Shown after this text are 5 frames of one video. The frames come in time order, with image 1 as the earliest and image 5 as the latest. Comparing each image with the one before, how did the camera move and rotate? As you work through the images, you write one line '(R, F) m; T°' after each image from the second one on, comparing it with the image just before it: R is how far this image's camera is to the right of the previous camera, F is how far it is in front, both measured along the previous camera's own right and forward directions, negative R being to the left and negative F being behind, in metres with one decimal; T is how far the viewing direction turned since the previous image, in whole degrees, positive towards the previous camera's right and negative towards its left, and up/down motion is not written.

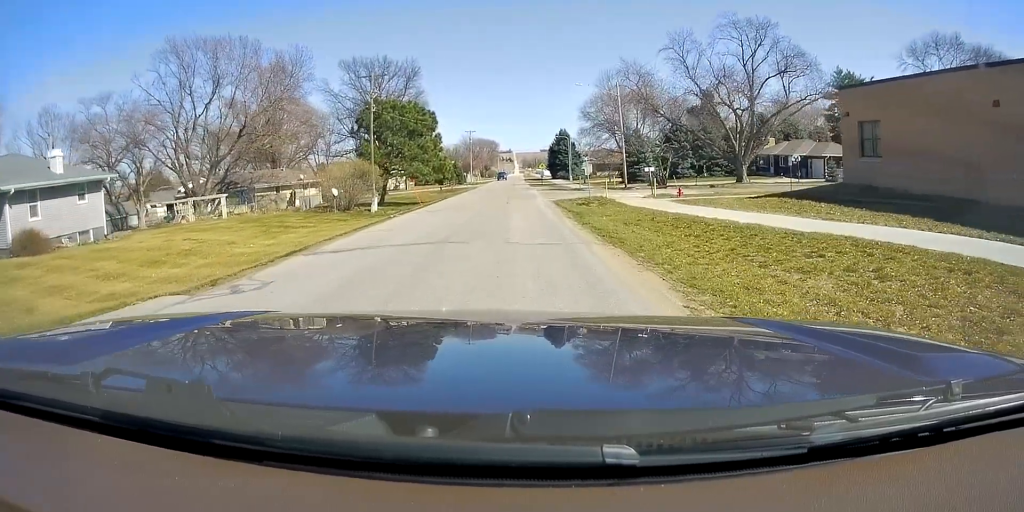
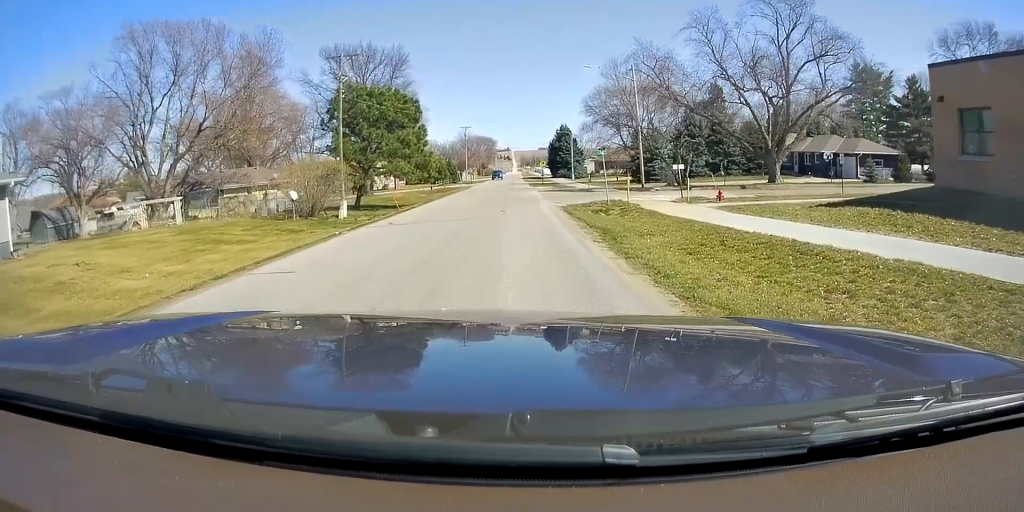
(0.0, +7.7) m; 0°
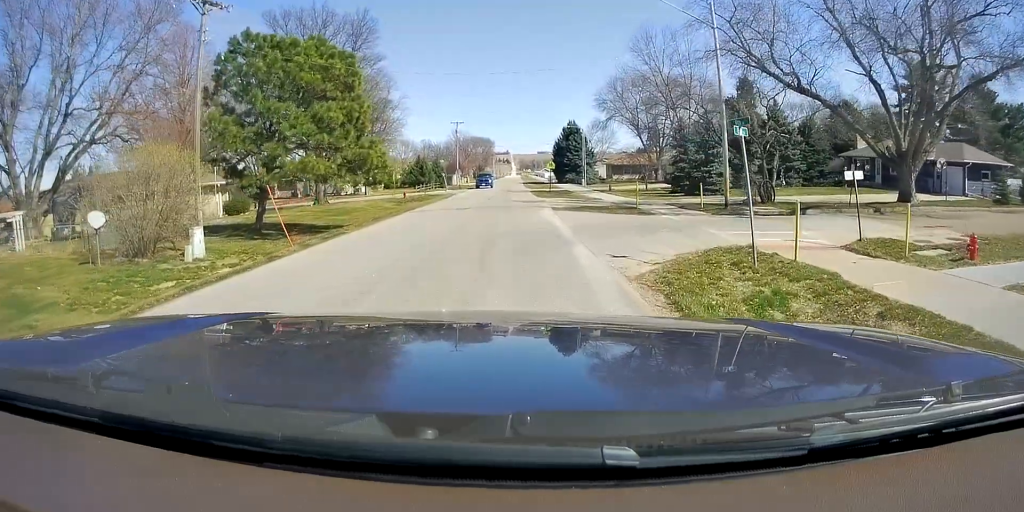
(0.0, +18.4) m; 0°
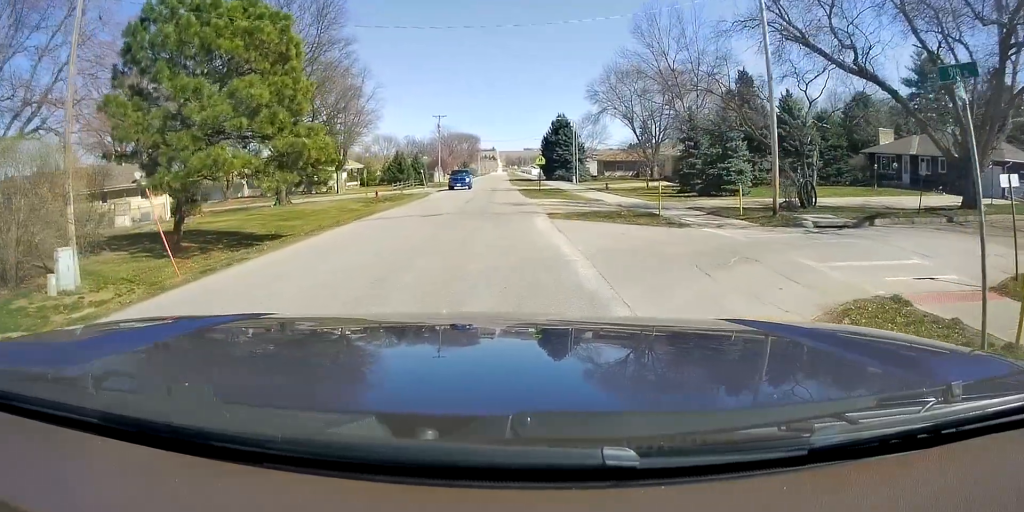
(0.0, +6.7) m; 0°
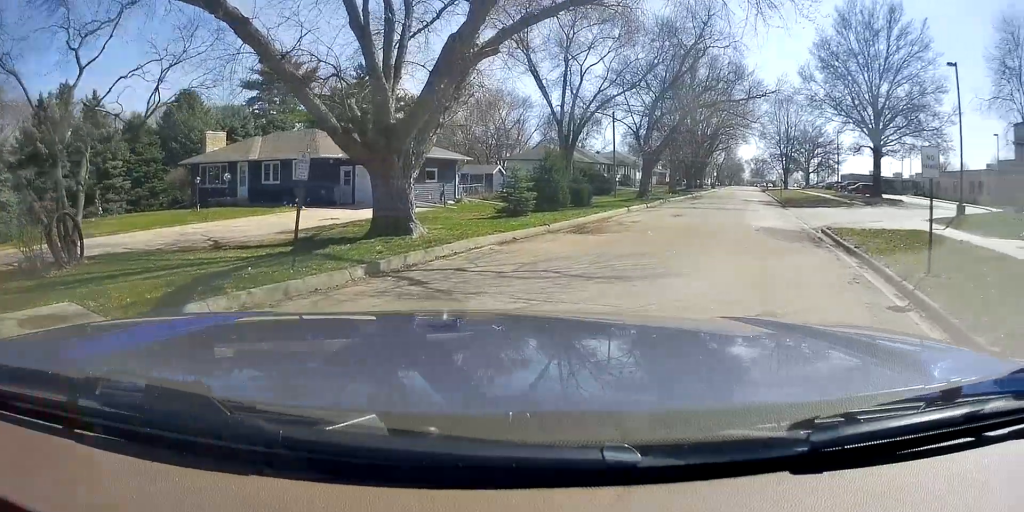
(+4.3, +11.6) m; +68°
